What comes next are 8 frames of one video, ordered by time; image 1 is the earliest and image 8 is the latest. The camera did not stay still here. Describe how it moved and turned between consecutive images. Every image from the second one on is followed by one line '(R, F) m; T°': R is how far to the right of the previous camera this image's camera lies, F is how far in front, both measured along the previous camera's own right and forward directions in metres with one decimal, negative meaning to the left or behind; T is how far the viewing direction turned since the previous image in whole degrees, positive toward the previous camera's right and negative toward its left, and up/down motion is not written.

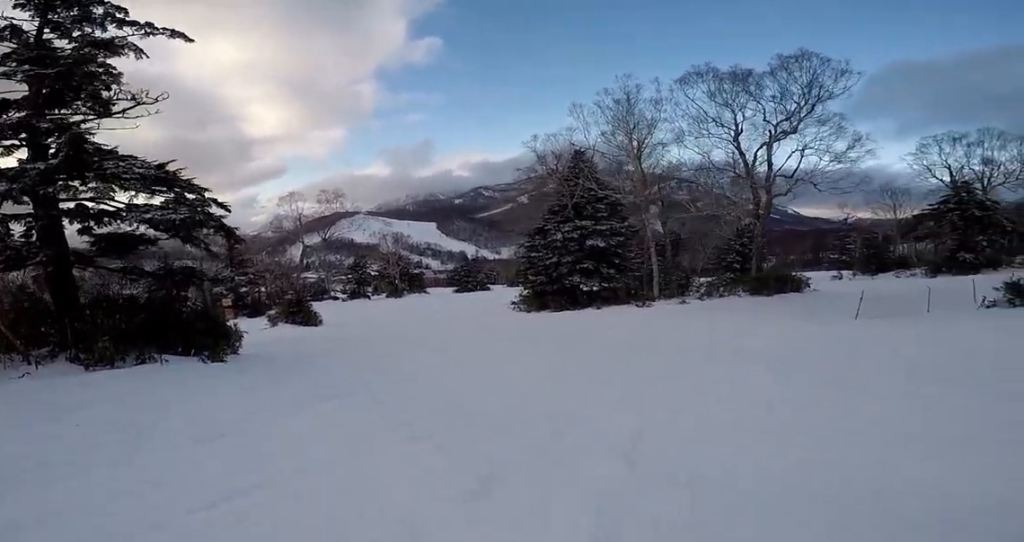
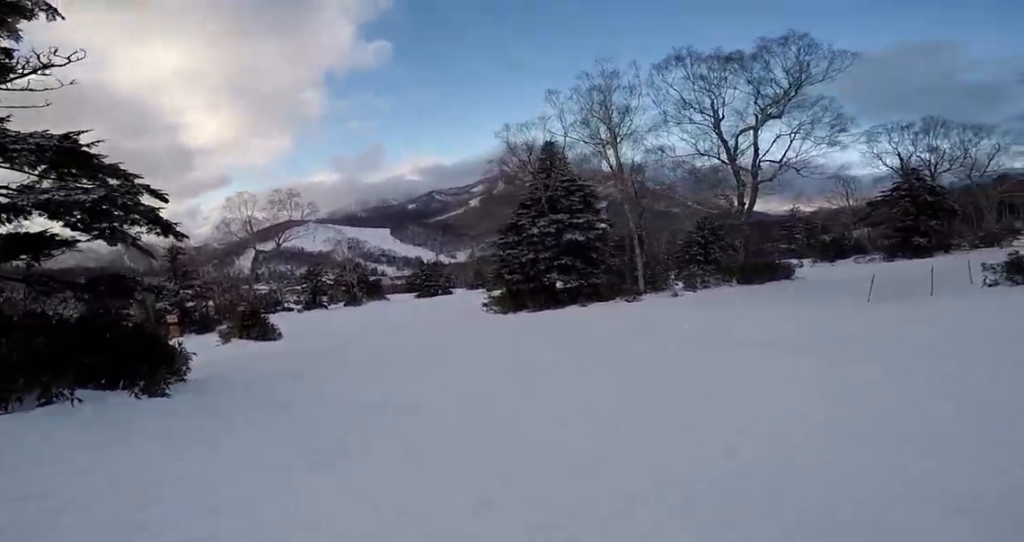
(+0.2, +2.9) m; +7°
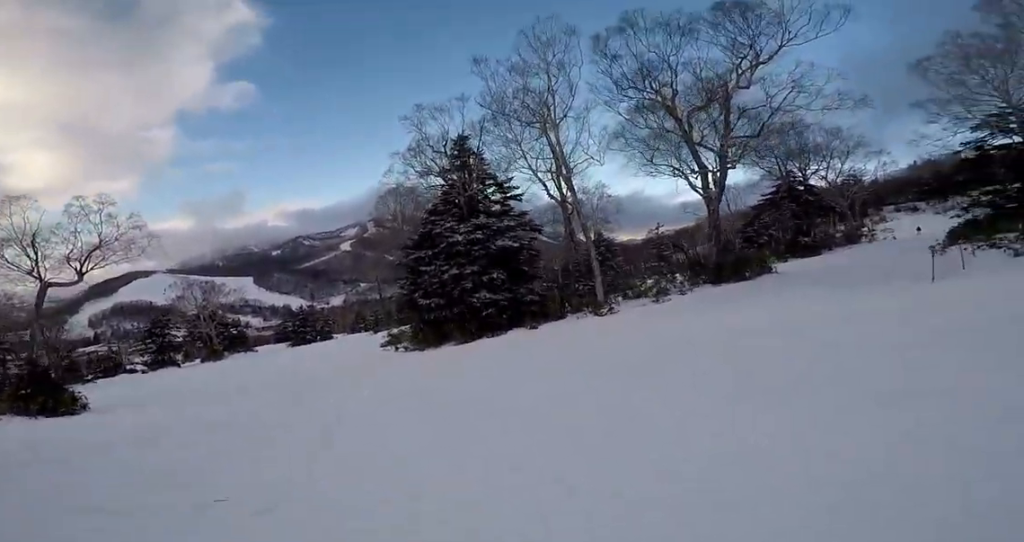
(+1.4, +9.0) m; +14°
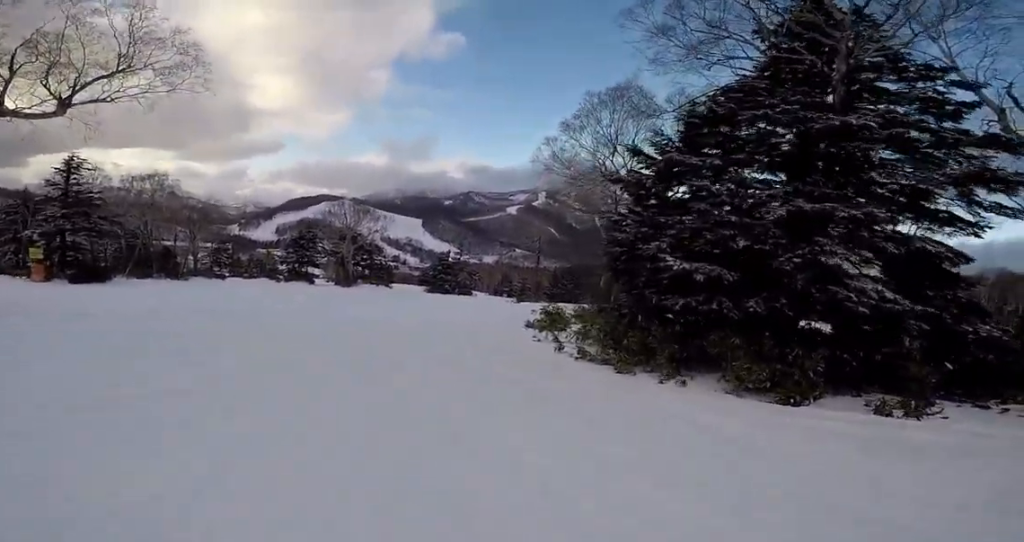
(-1.9, +17.3) m; -17°
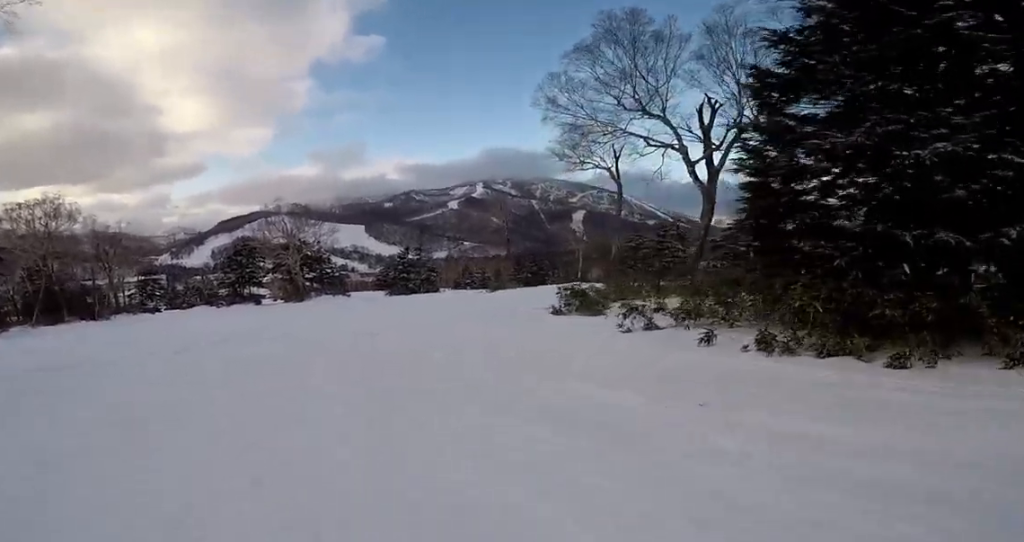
(-0.1, +8.0) m; +9°
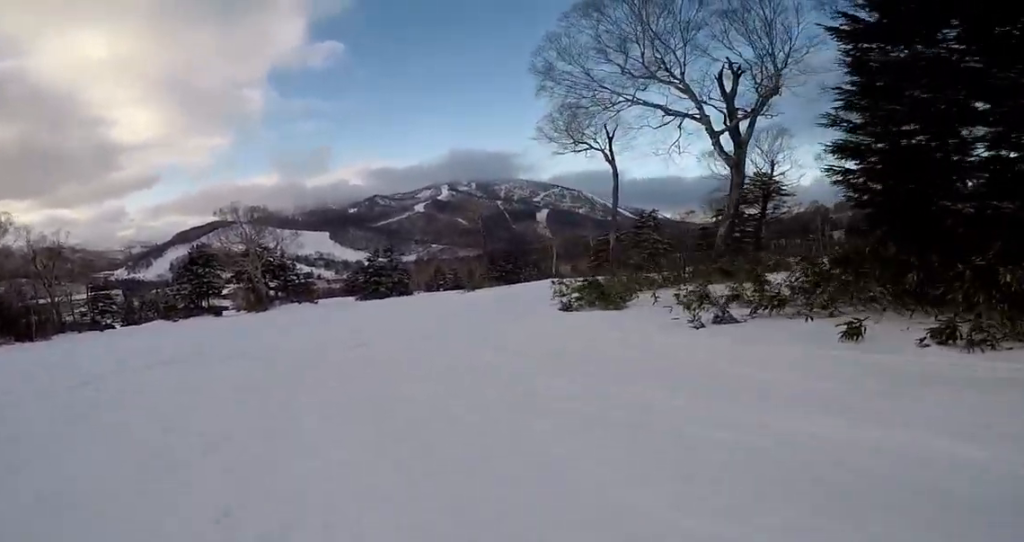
(+0.3, +3.6) m; +5°
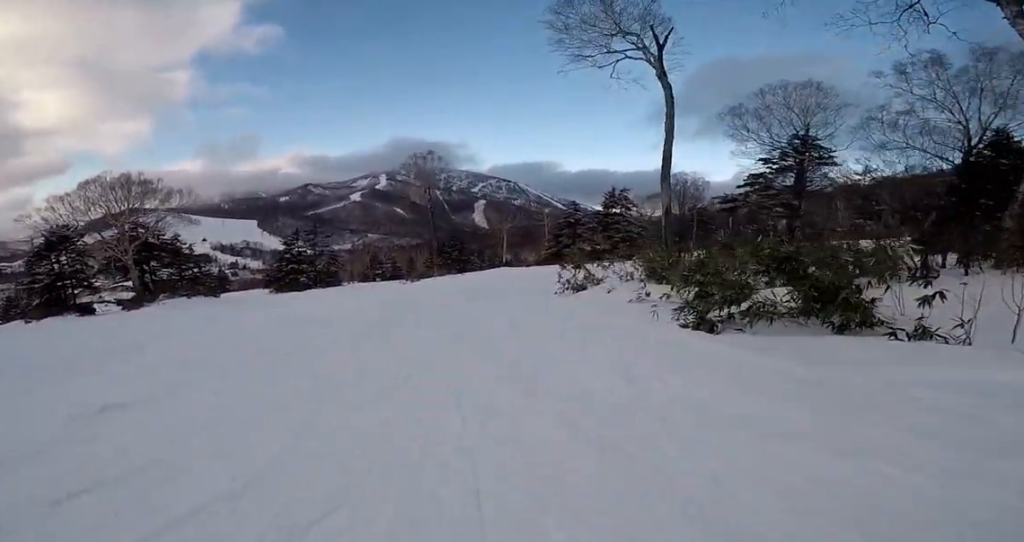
(+1.8, +12.6) m; +6°
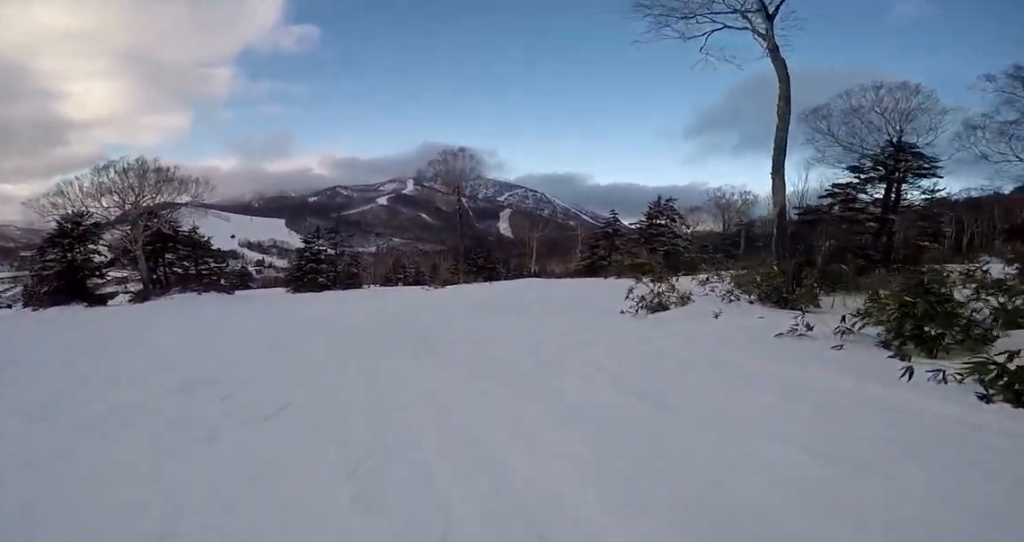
(0.0, +3.9) m; -1°
